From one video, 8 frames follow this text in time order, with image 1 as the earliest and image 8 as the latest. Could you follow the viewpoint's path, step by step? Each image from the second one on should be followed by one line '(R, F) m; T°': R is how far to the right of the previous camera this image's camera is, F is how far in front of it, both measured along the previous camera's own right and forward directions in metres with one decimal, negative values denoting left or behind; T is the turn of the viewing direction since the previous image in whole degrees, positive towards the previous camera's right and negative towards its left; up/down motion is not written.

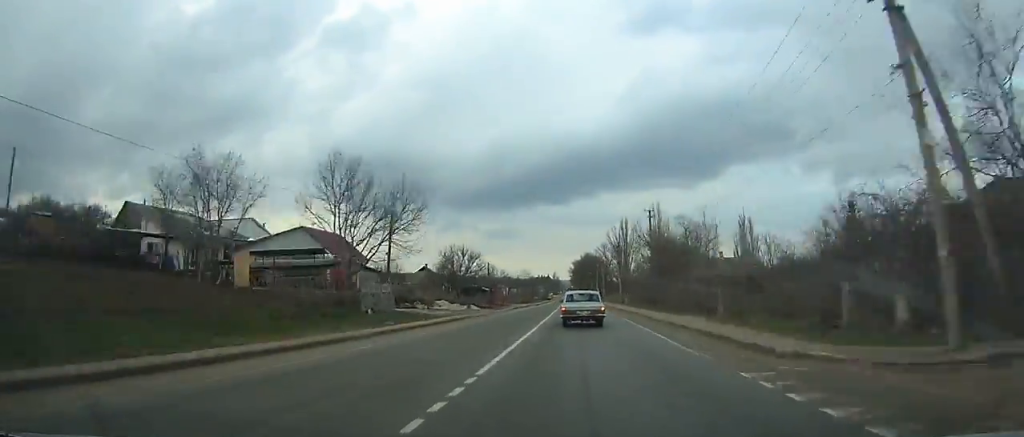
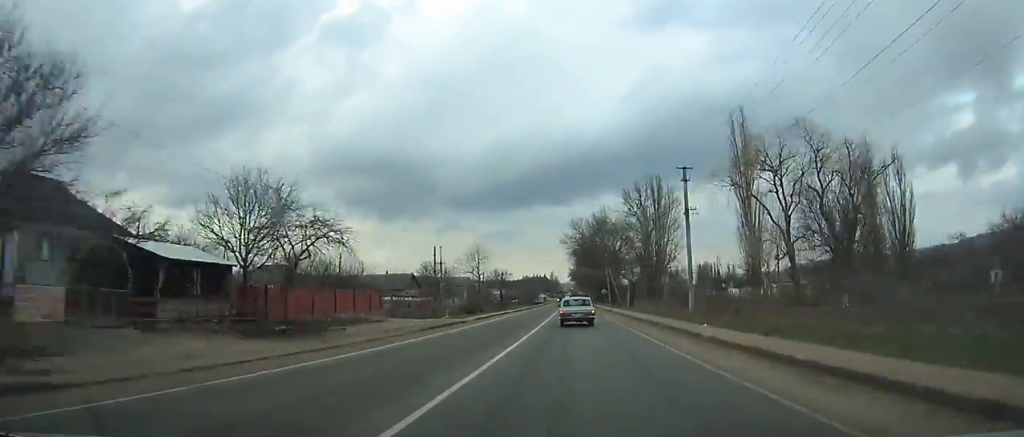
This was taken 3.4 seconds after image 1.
(+0.5, +84.7) m; 0°
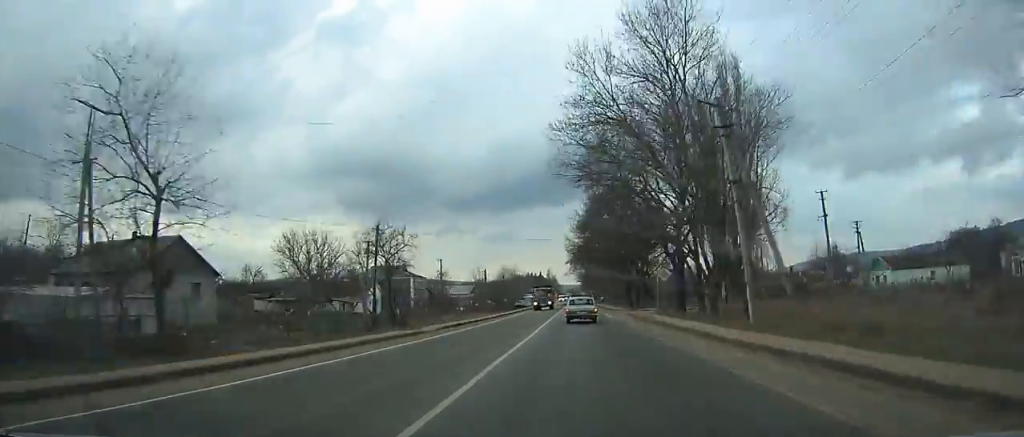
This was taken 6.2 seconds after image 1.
(+0.1, +70.1) m; 0°
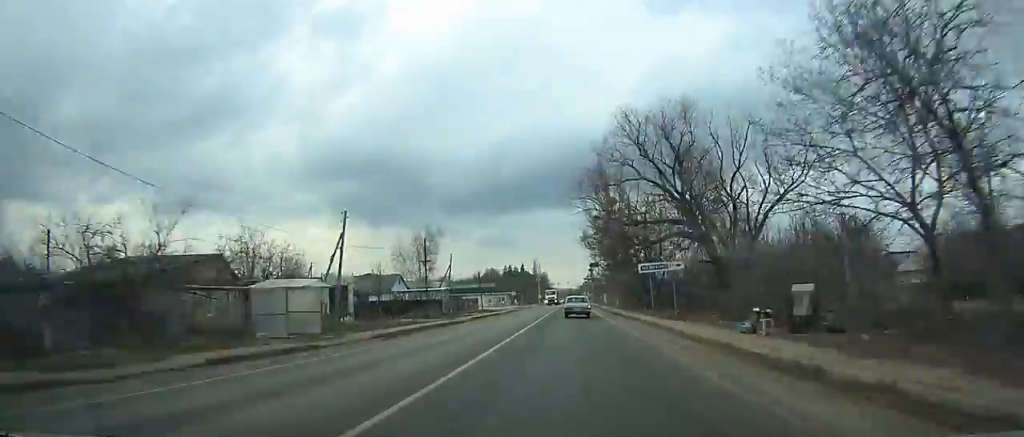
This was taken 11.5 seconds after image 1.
(-0.7, +129.4) m; 0°
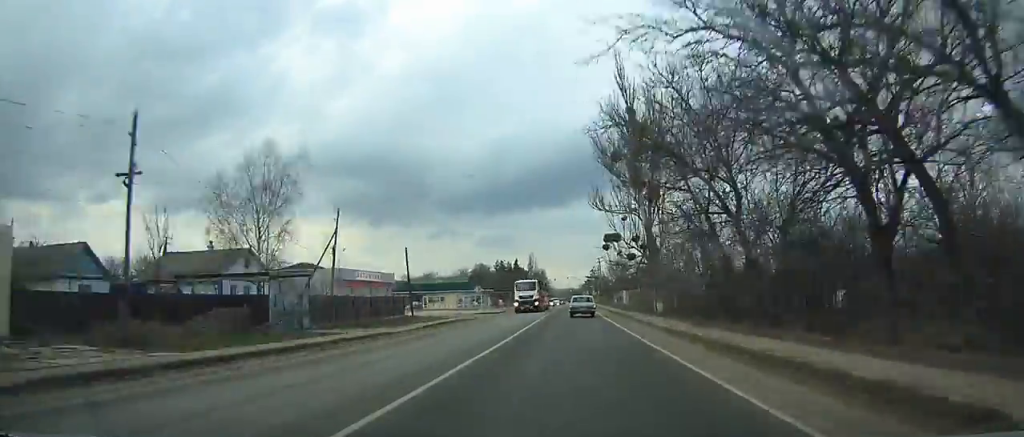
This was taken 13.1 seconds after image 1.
(0.0, +37.5) m; 0°
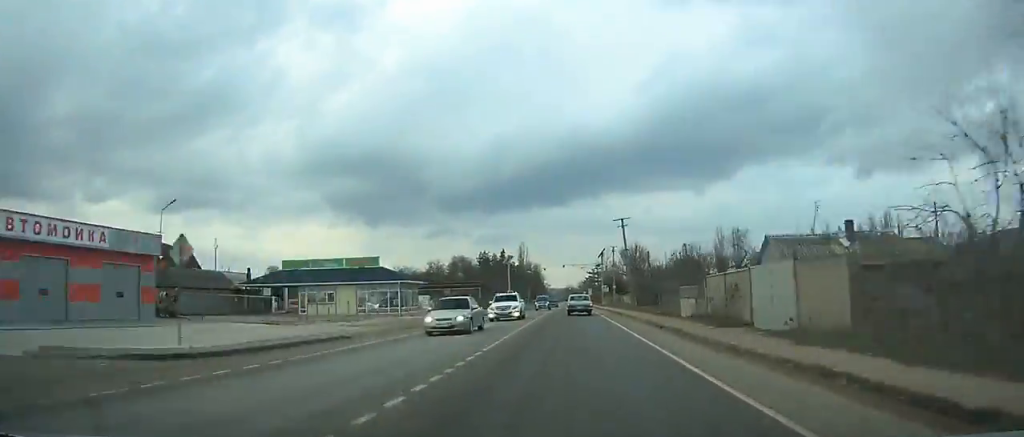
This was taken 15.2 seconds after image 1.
(+0.2, +47.3) m; 0°
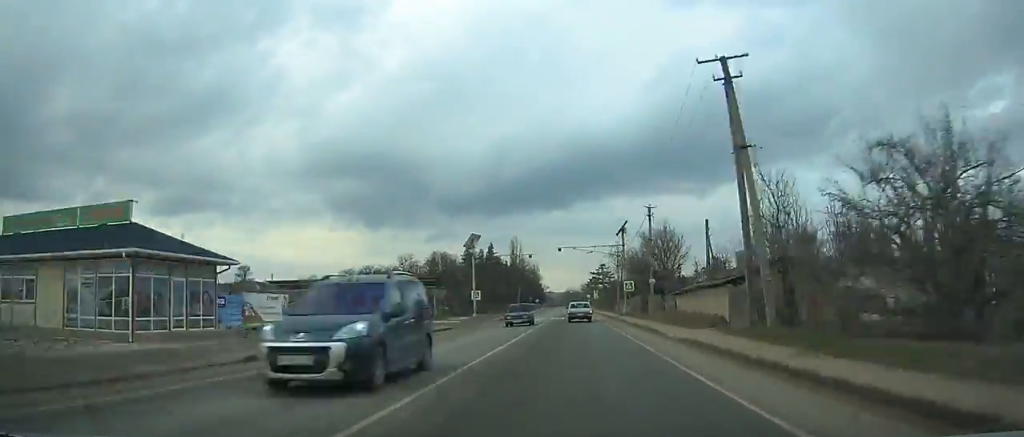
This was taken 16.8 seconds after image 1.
(0.0, +34.7) m; 0°
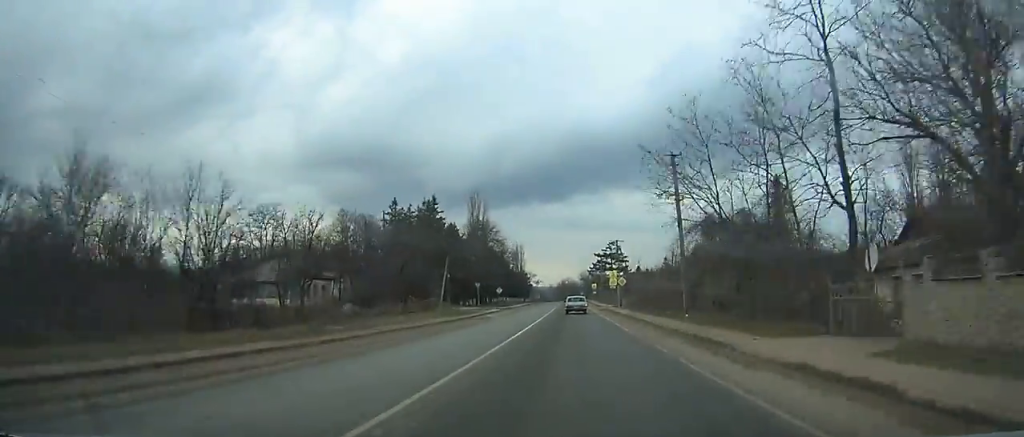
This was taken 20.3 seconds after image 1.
(+0.2, +72.5) m; 0°
